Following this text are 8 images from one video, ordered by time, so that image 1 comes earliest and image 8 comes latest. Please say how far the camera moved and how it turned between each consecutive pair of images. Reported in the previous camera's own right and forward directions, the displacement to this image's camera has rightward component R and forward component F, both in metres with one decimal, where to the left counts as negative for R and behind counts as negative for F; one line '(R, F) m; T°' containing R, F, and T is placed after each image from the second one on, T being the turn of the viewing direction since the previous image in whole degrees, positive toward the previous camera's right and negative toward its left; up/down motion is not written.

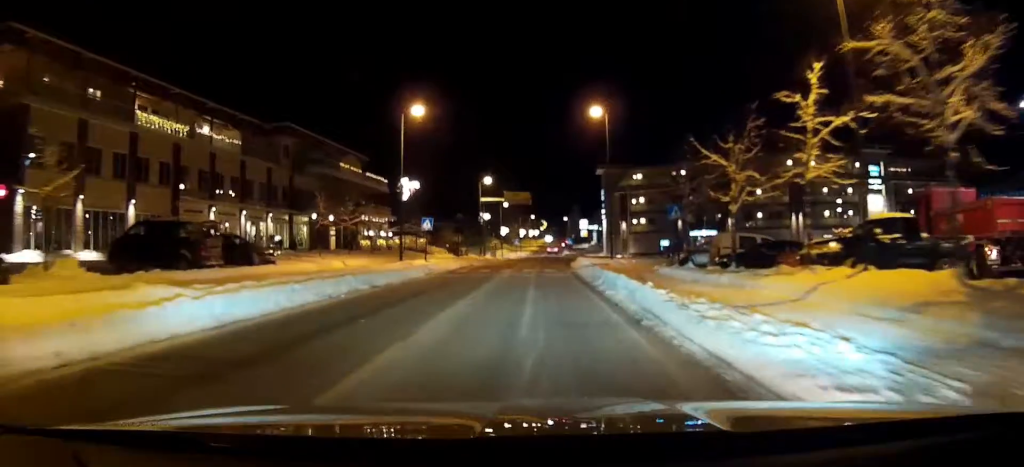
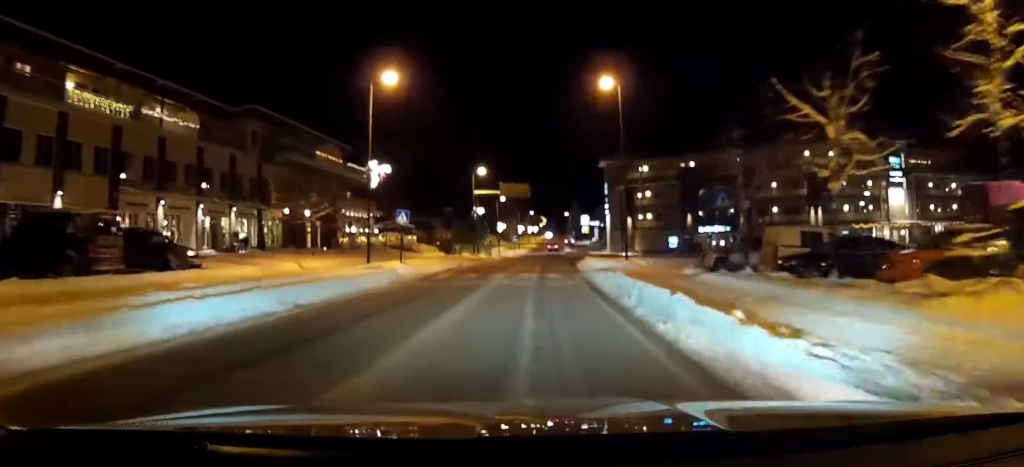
(-0.1, +6.6) m; -1°
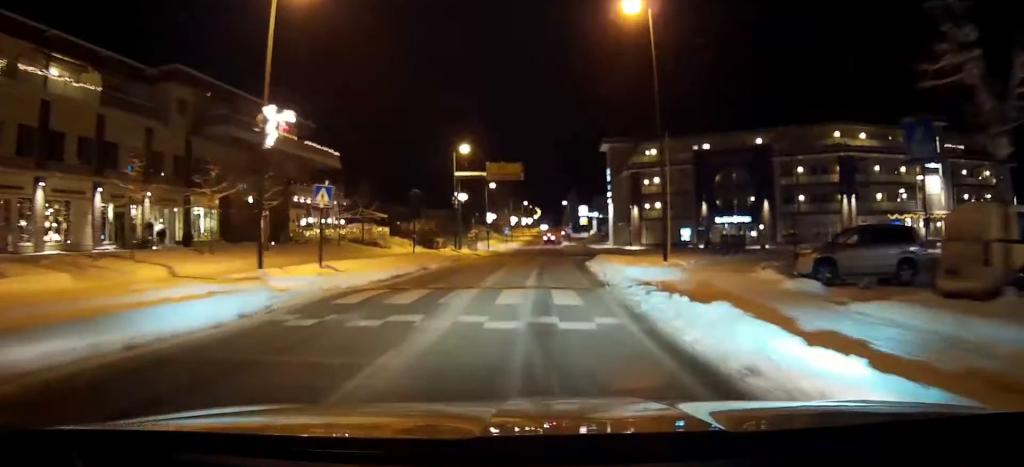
(-0.1, +10.6) m; 0°
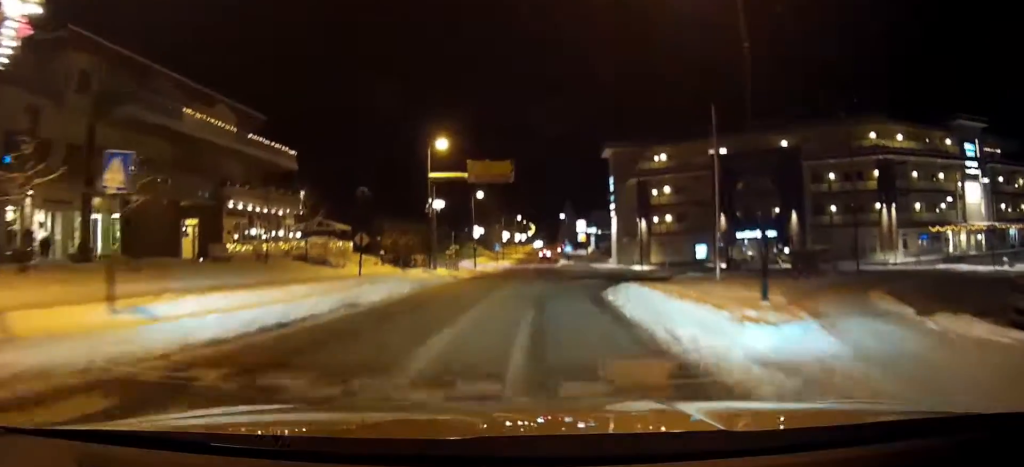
(0.0, +9.7) m; 0°
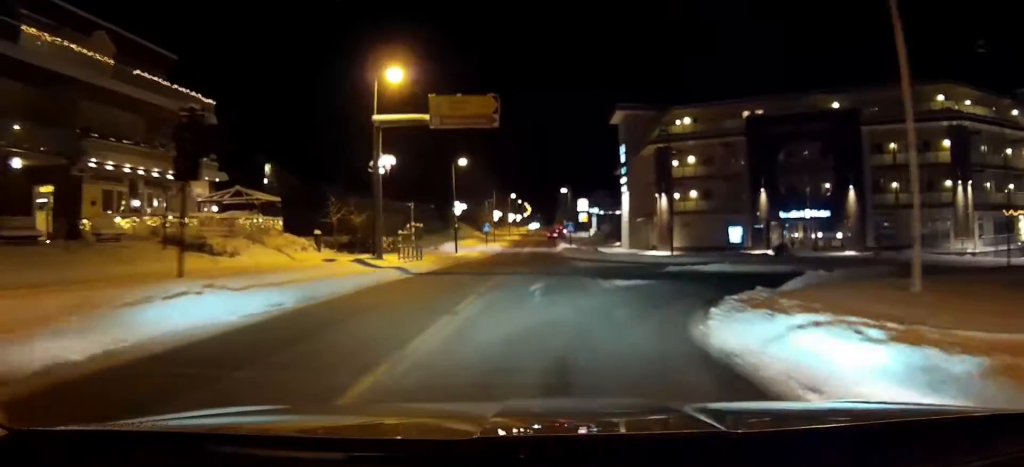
(+0.1, +13.5) m; 0°
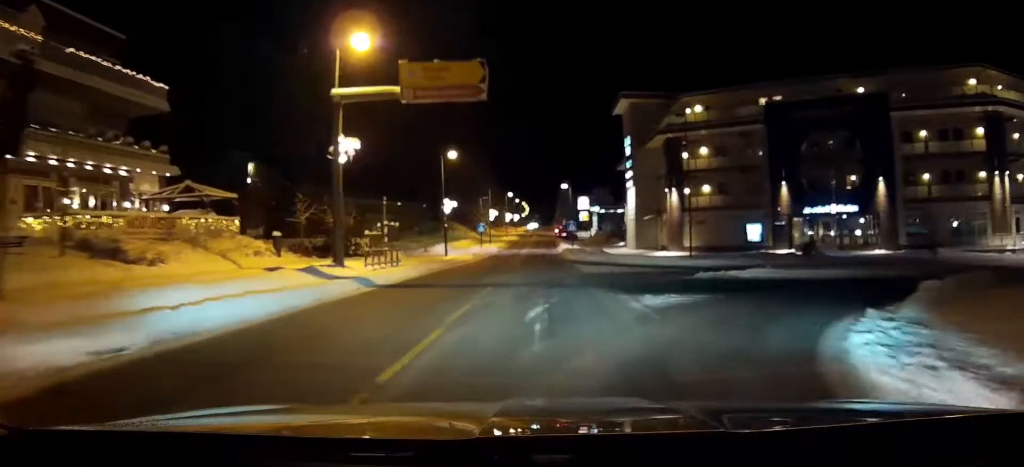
(0.0, +5.4) m; 0°
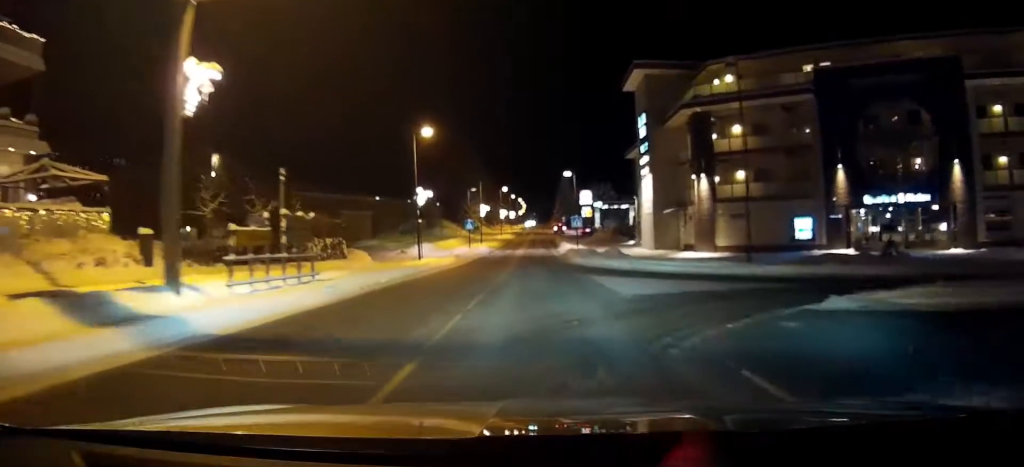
(-0.1, +10.4) m; +1°
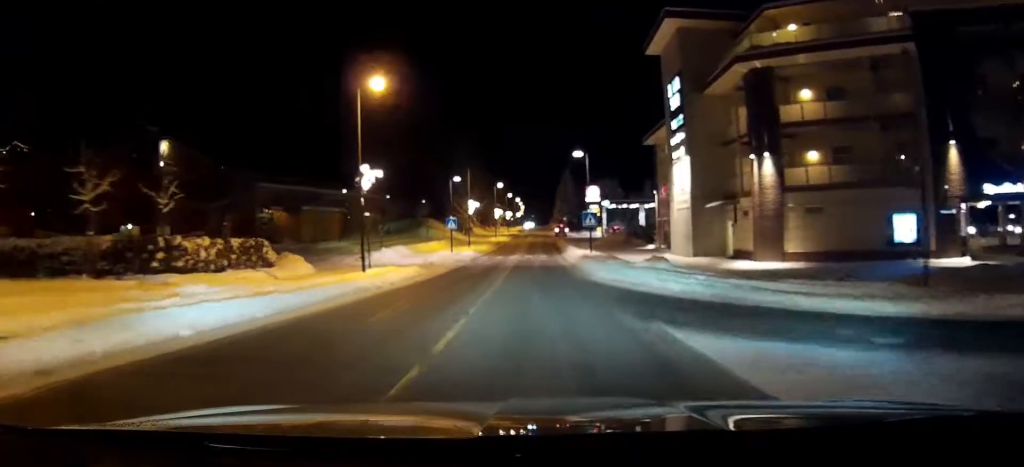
(+0.2, +12.3) m; 0°
